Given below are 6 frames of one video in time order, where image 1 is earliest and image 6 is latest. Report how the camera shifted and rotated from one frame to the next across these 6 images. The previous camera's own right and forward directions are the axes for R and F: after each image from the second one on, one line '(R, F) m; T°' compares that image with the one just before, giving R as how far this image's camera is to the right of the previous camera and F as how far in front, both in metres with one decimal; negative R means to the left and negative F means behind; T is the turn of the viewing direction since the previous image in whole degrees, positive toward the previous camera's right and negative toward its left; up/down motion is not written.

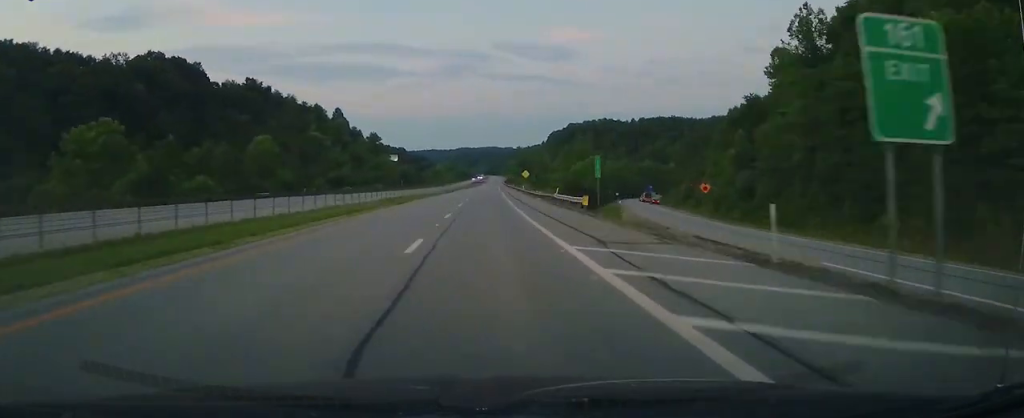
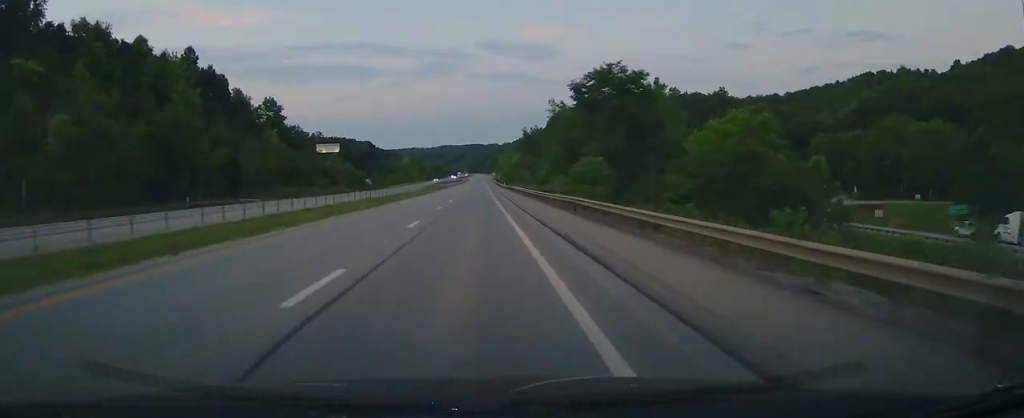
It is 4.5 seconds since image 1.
(+2.4, +154.7) m; +1°
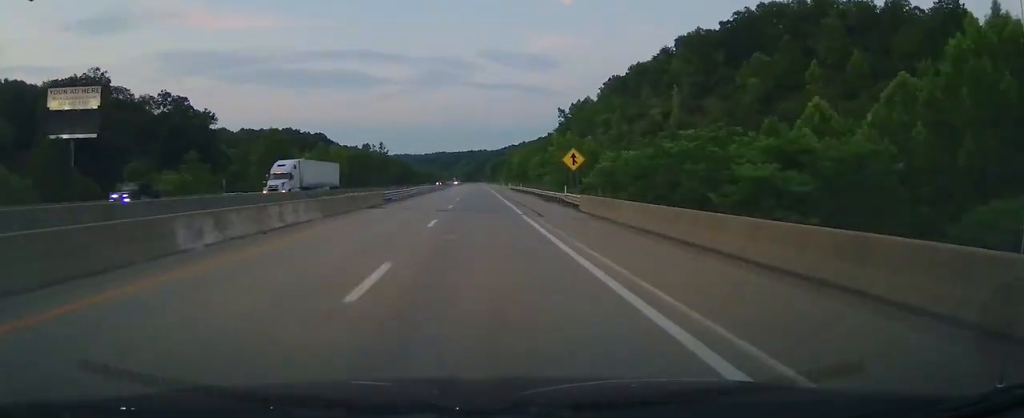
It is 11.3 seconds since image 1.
(-1.1, +232.3) m; 0°
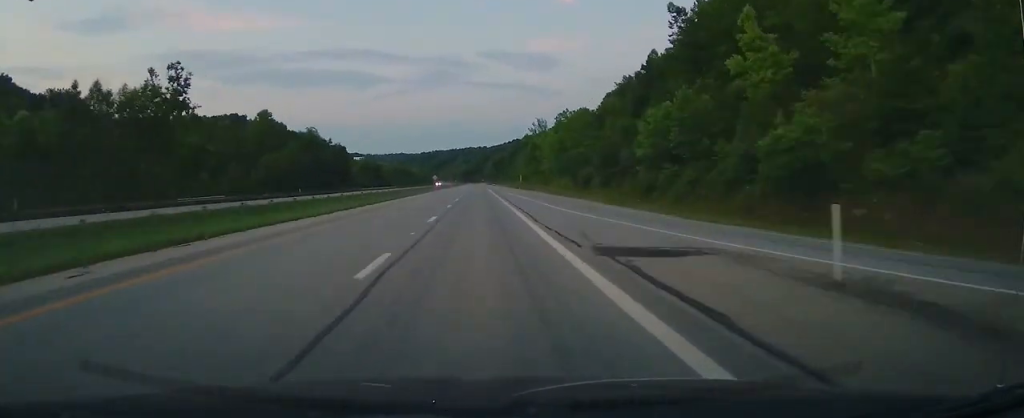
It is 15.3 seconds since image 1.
(+0.6, +134.6) m; +1°
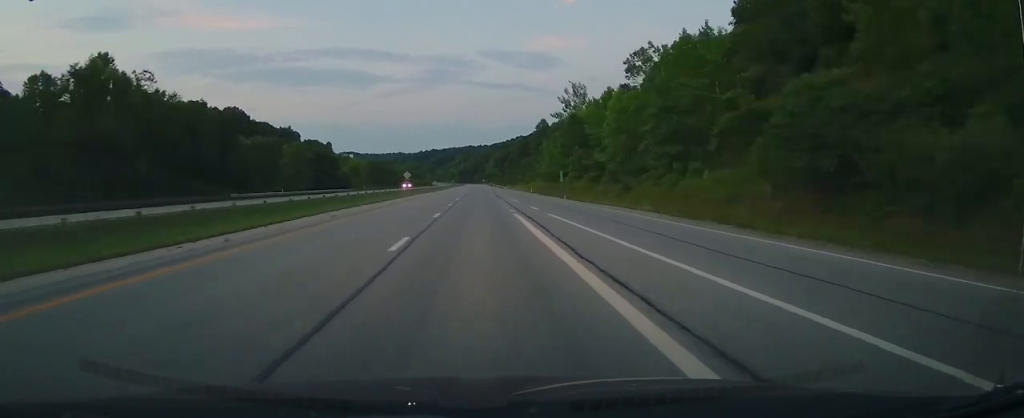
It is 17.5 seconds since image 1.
(+0.2, +71.2) m; 0°
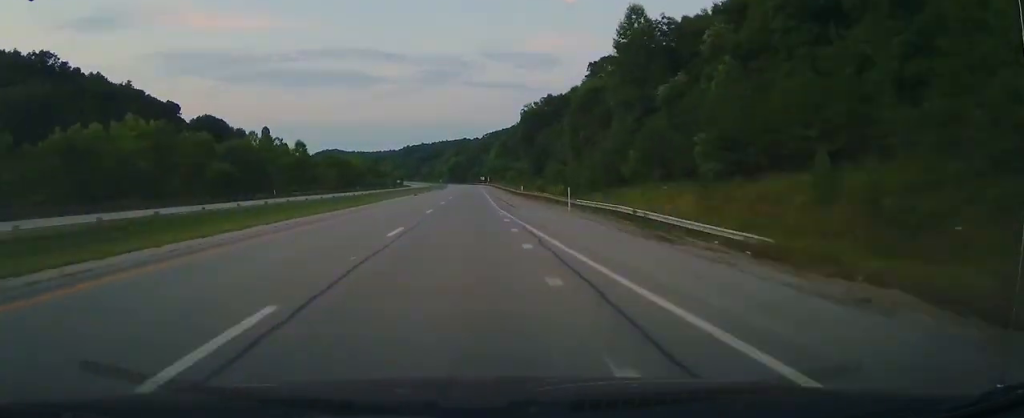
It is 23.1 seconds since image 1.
(+0.3, +184.9) m; 0°
